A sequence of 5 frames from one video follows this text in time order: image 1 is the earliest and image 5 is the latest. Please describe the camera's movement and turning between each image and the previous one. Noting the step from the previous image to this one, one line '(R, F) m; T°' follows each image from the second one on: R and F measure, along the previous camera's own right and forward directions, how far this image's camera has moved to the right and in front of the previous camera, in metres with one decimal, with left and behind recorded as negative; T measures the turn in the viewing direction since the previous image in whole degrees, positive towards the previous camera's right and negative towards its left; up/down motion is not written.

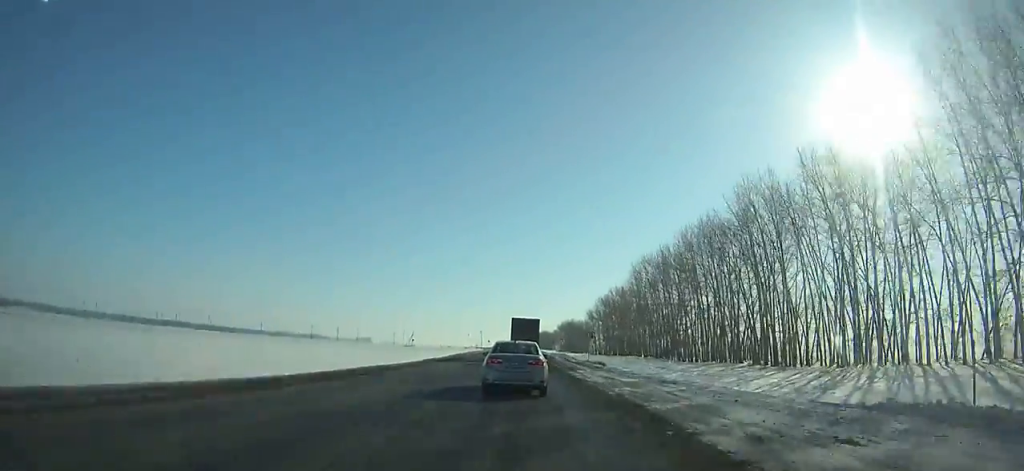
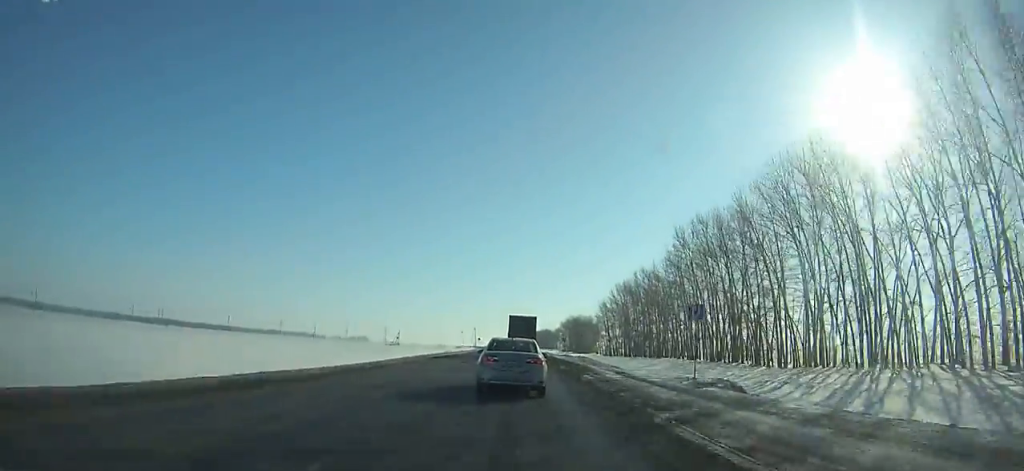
(0.0, +39.9) m; 0°
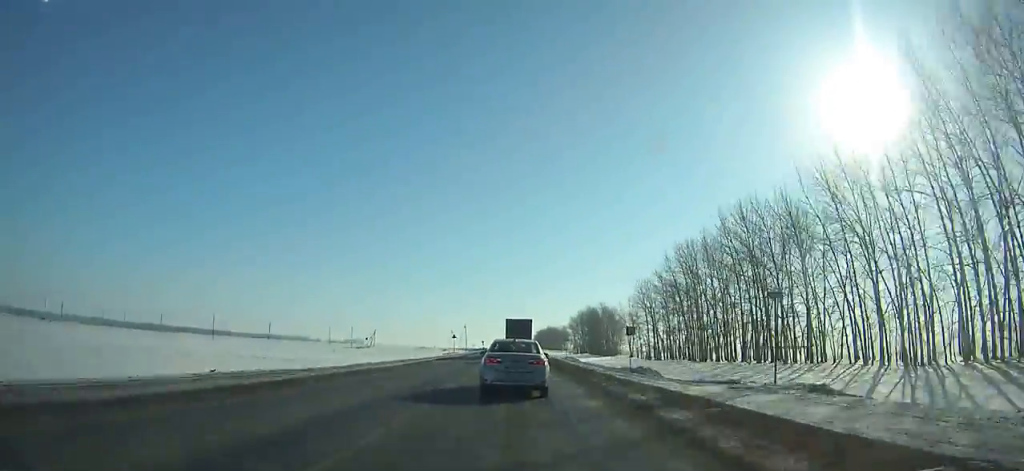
(0.0, +64.9) m; 0°
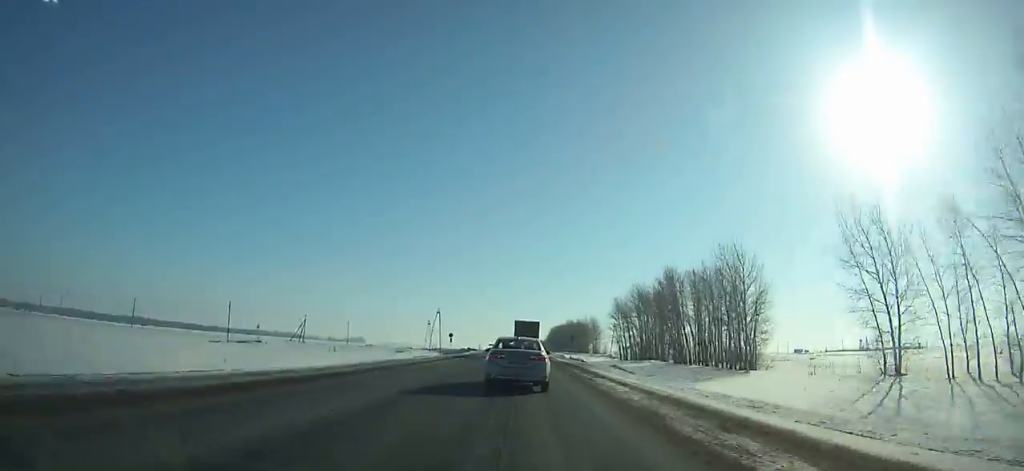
(-0.1, +109.0) m; 0°
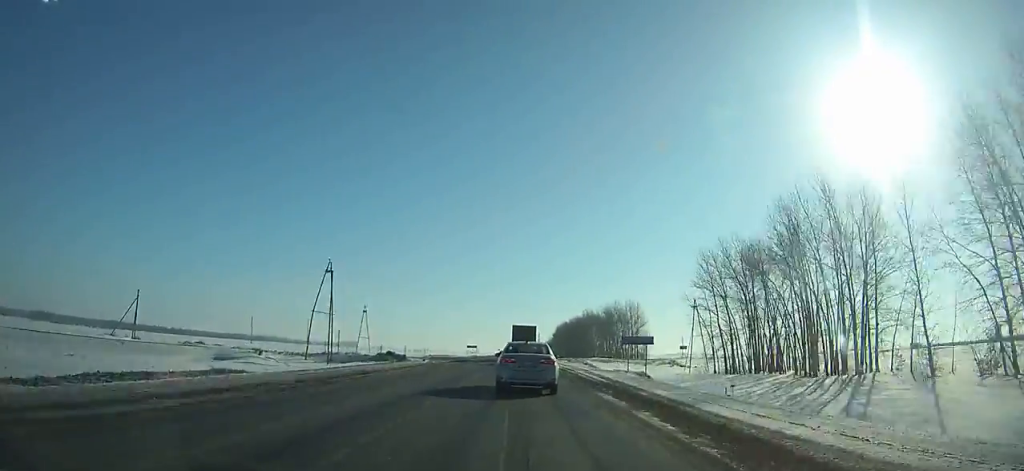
(-0.1, +88.6) m; 0°
